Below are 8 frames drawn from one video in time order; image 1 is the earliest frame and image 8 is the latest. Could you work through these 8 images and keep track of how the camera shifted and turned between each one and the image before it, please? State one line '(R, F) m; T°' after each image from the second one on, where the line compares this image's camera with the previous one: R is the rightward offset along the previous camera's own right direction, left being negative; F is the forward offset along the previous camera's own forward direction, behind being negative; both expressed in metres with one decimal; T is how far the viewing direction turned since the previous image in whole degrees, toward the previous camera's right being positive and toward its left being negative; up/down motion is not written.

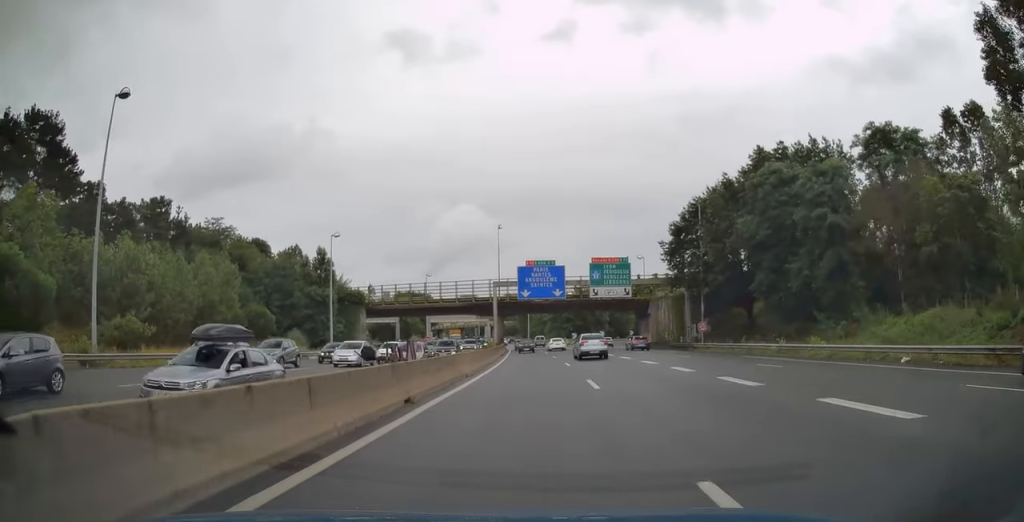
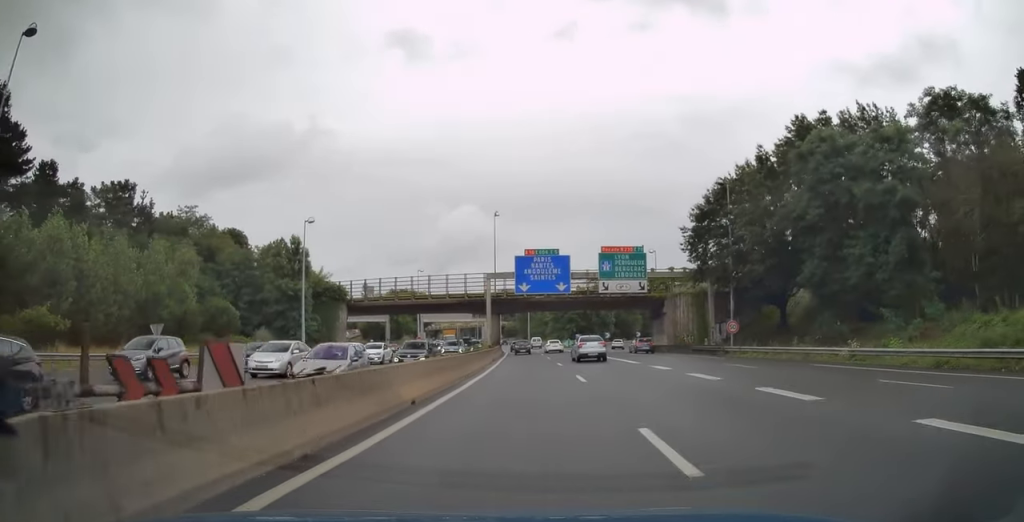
(-0.1, +9.5) m; 0°
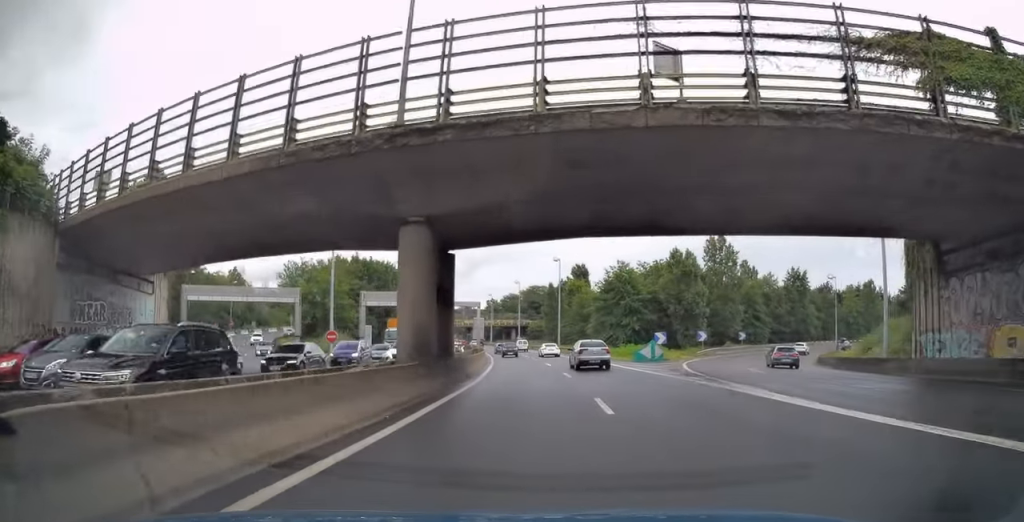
(-0.1, +59.3) m; -1°
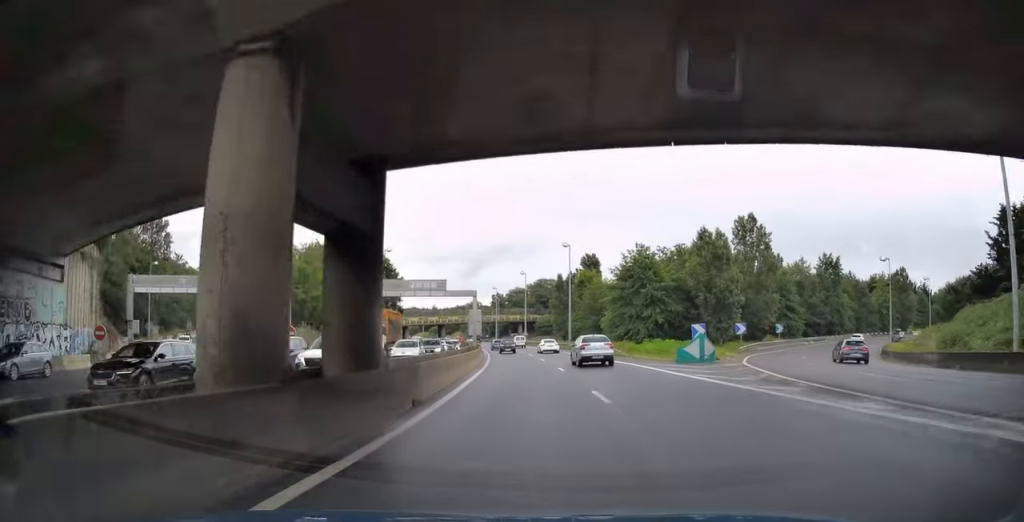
(+0.1, +11.2) m; -1°
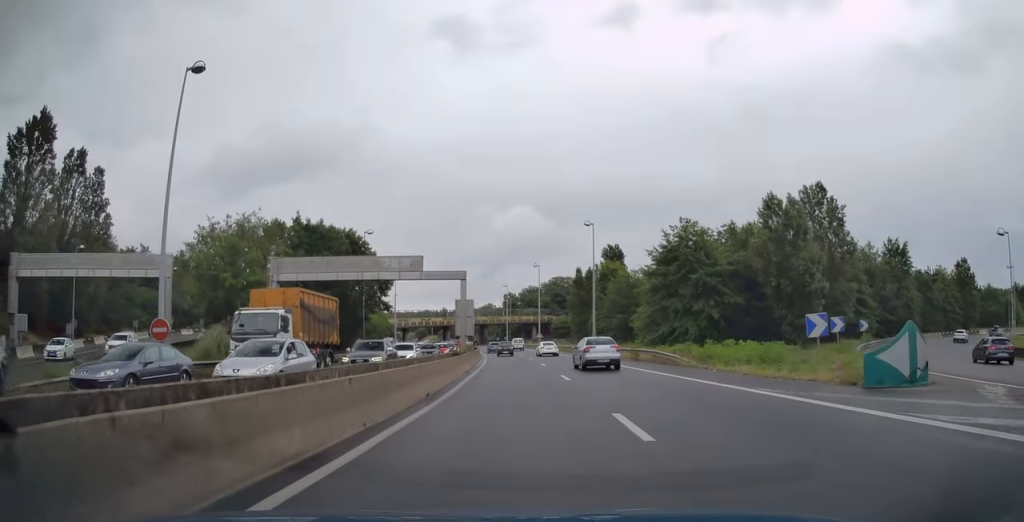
(-0.2, +17.7) m; -2°
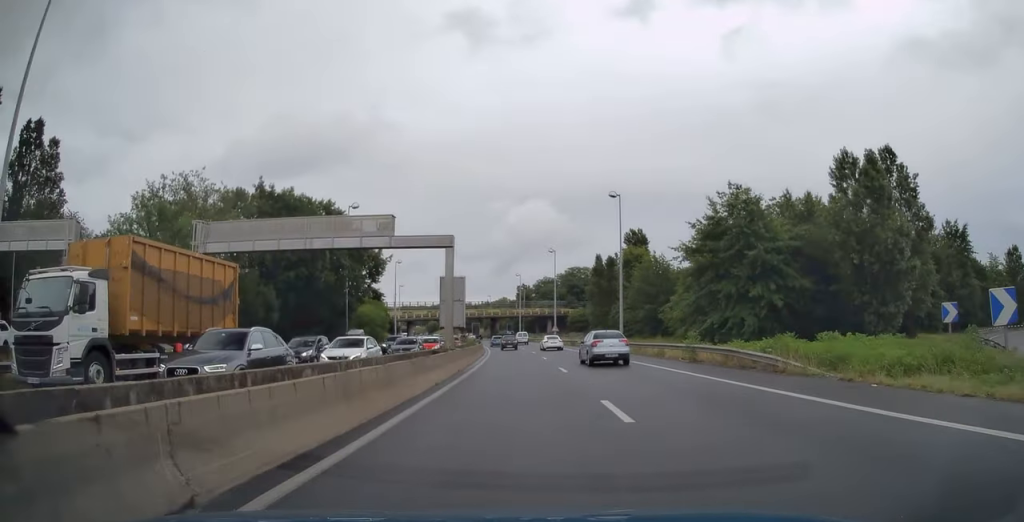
(+0.1, +11.7) m; -2°
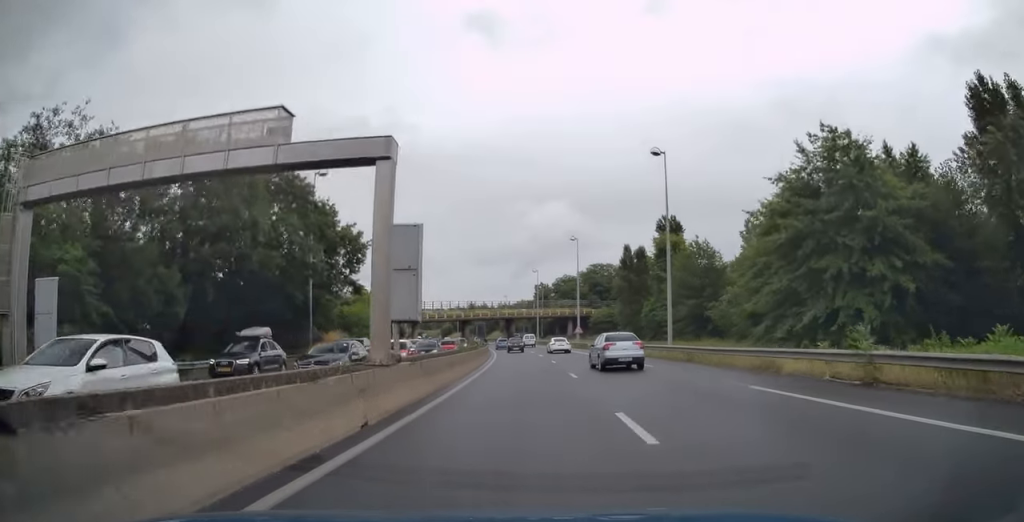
(-0.5, +14.7) m; -1°
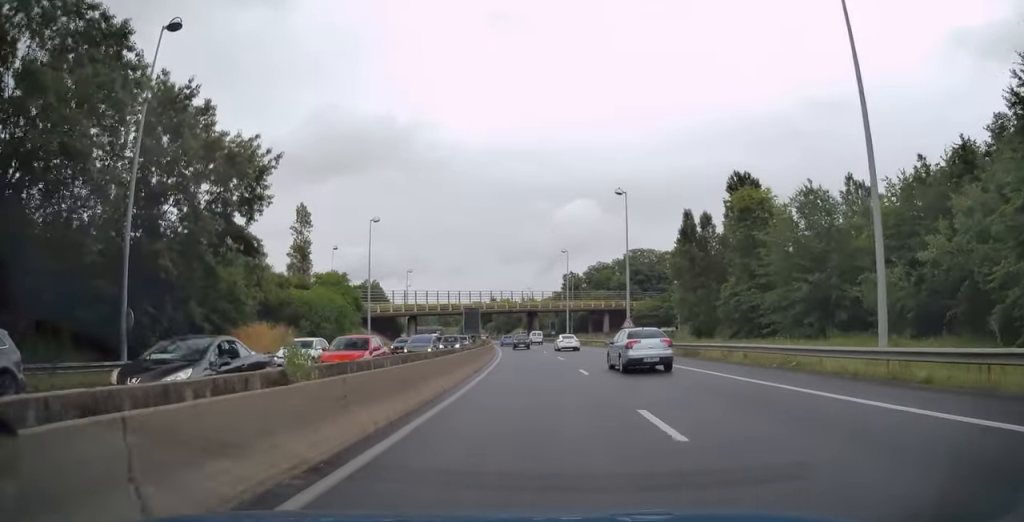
(-0.3, +26.2) m; -1°
